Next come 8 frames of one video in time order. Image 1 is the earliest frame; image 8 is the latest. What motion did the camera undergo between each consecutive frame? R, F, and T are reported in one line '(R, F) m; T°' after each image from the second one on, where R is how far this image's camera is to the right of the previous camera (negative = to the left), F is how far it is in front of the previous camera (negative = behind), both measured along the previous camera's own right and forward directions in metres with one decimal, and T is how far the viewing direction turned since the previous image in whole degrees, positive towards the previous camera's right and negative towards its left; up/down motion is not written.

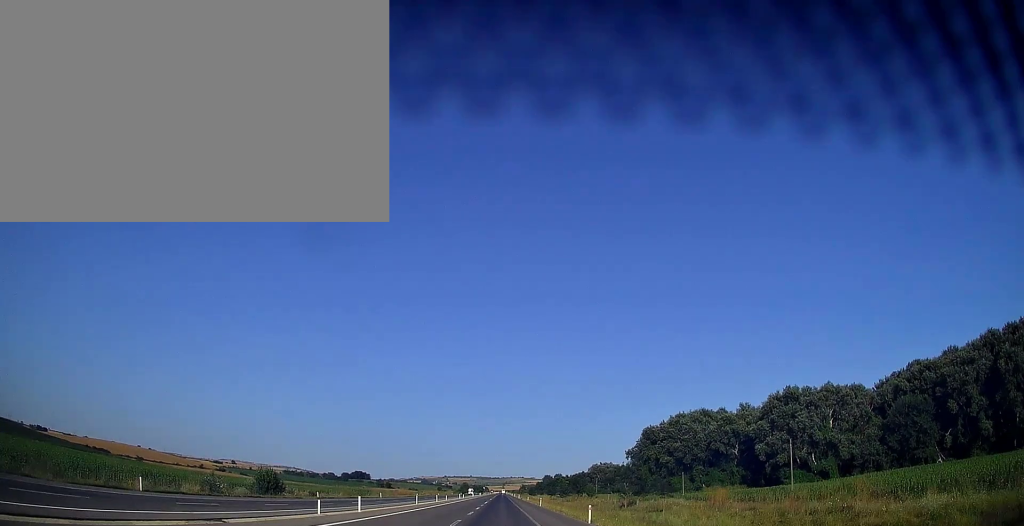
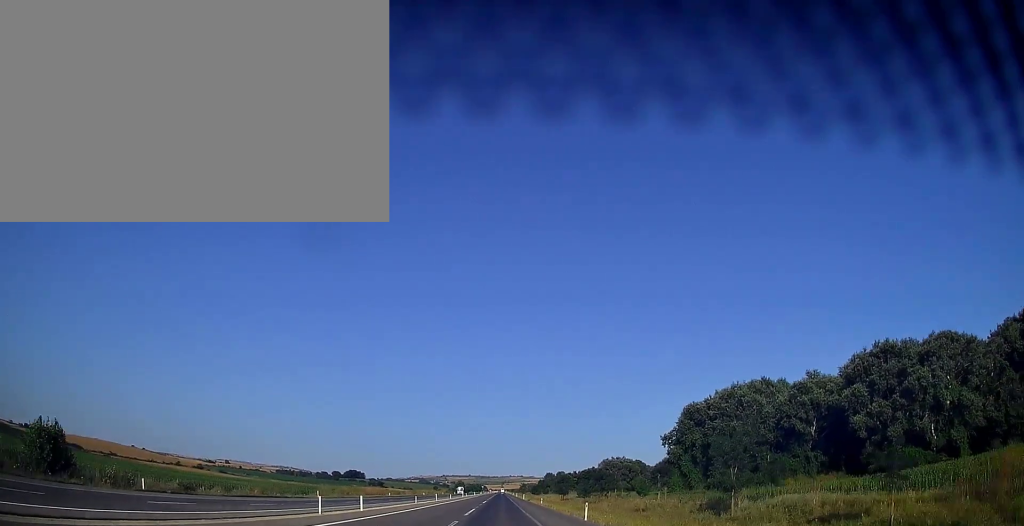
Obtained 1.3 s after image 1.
(-0.2, +38.4) m; 0°
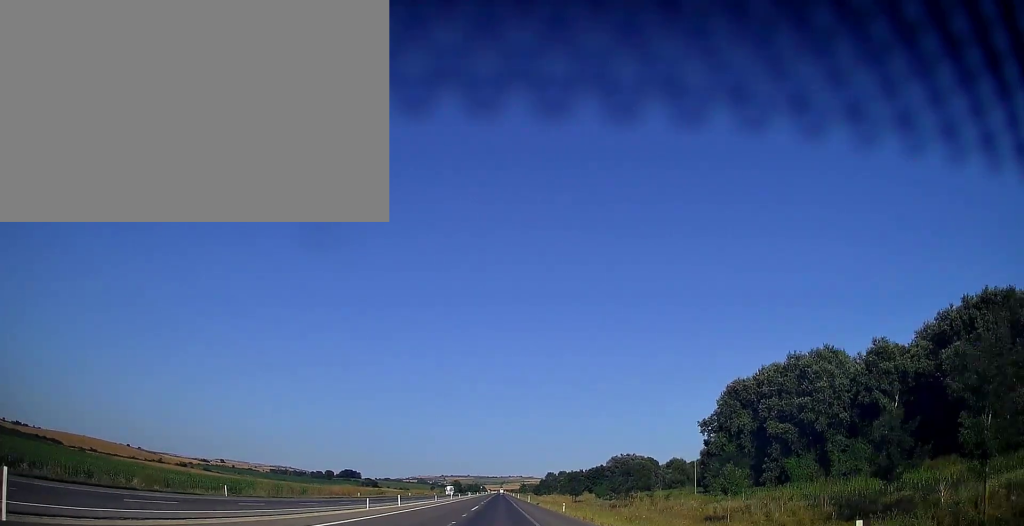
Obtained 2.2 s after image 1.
(+0.2, +25.6) m; 0°
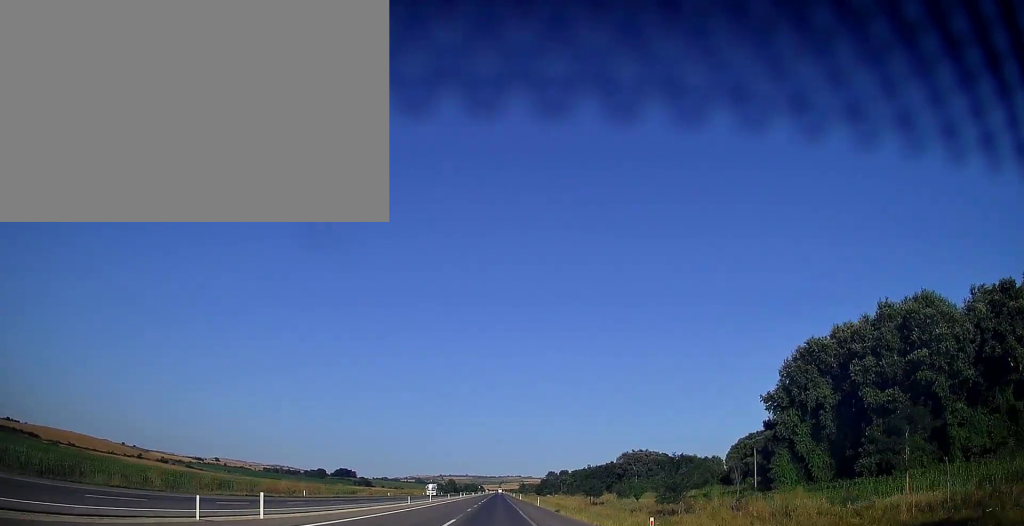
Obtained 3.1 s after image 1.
(+0.1, +26.6) m; 0°
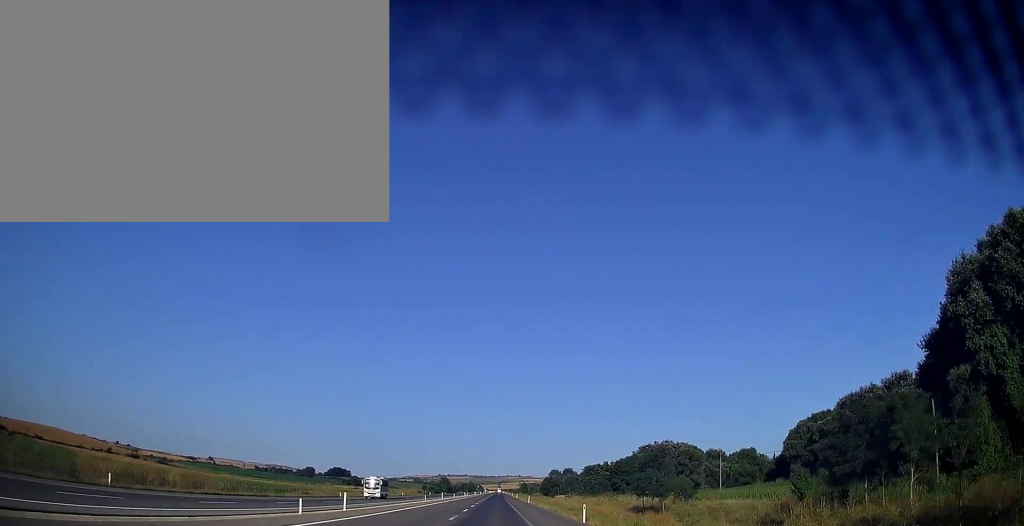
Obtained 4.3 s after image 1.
(-0.2, +36.4) m; 0°
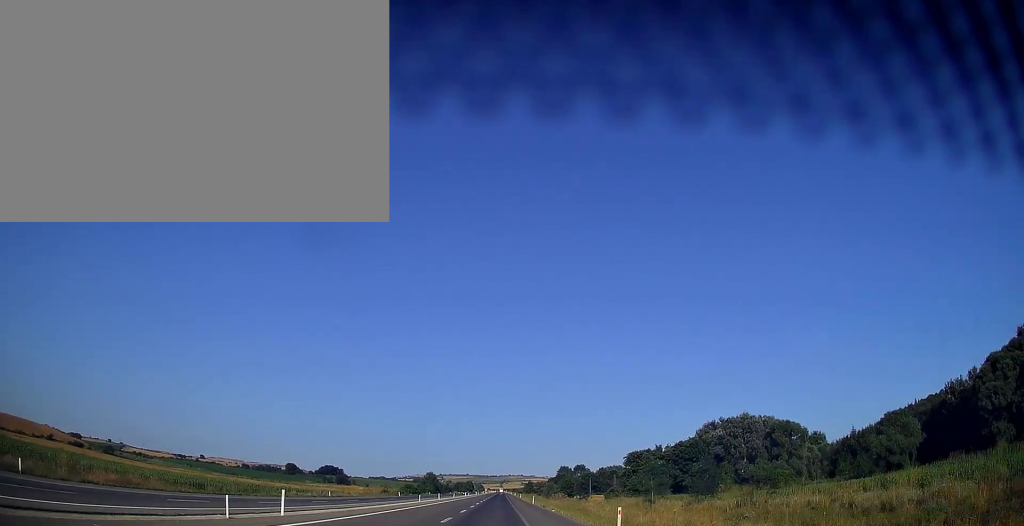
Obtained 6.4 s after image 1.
(0.0, +63.0) m; 0°
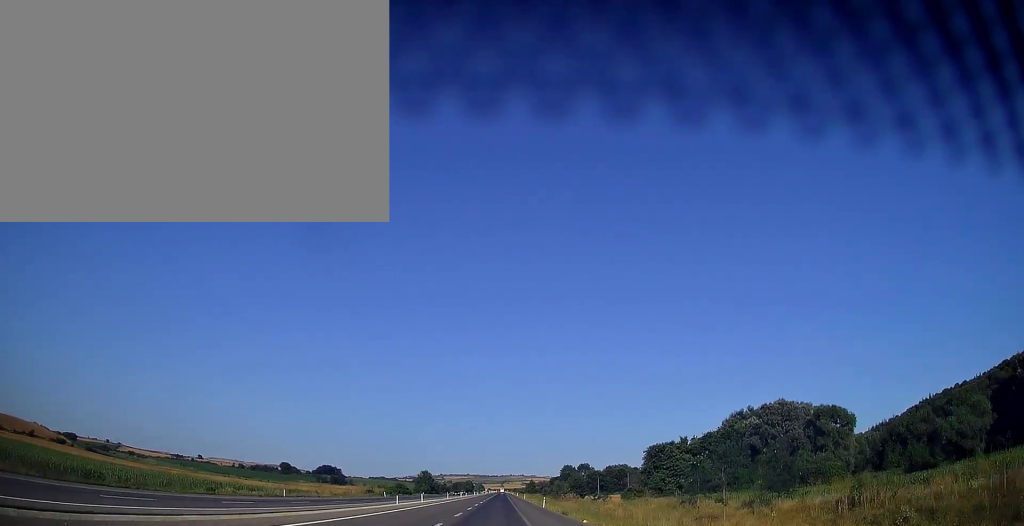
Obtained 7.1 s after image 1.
(+0.1, +18.6) m; 0°
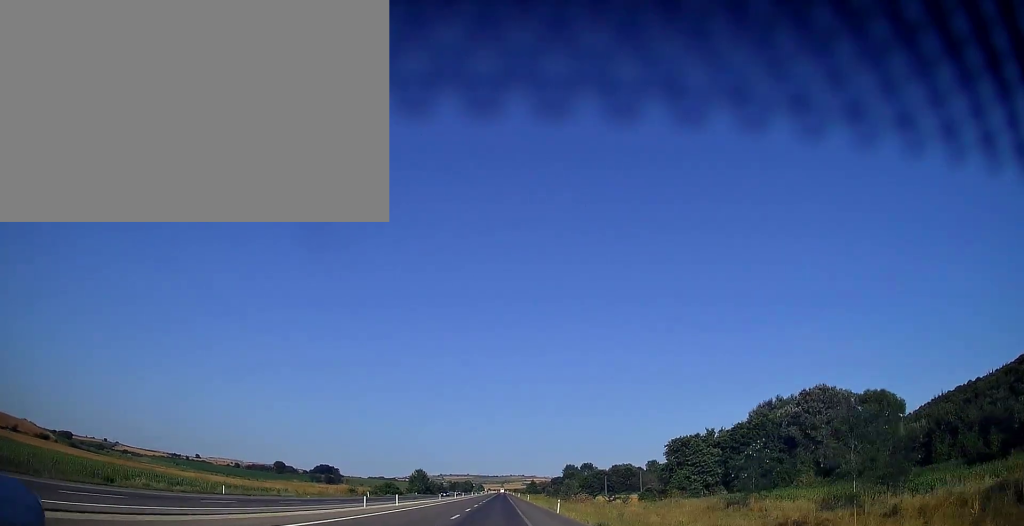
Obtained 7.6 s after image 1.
(+0.1, +14.7) m; 0°
